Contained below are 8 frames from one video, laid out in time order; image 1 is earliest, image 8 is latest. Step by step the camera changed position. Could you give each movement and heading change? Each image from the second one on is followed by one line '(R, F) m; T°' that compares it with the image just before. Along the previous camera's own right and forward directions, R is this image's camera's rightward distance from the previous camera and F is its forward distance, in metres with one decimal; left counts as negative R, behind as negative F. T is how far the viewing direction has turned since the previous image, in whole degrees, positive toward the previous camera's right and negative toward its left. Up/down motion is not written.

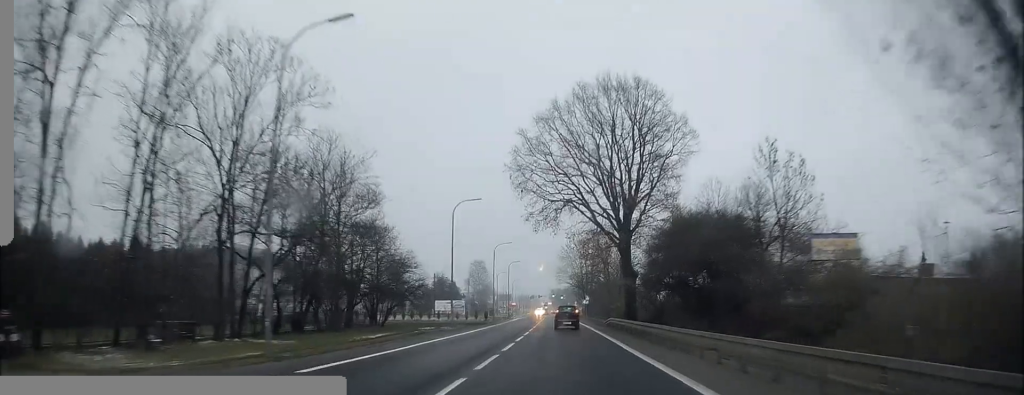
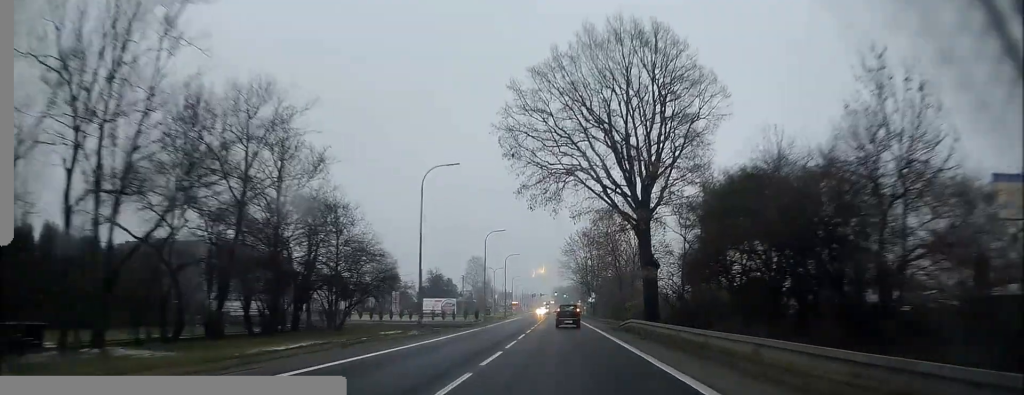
(+0.2, +11.3) m; 0°
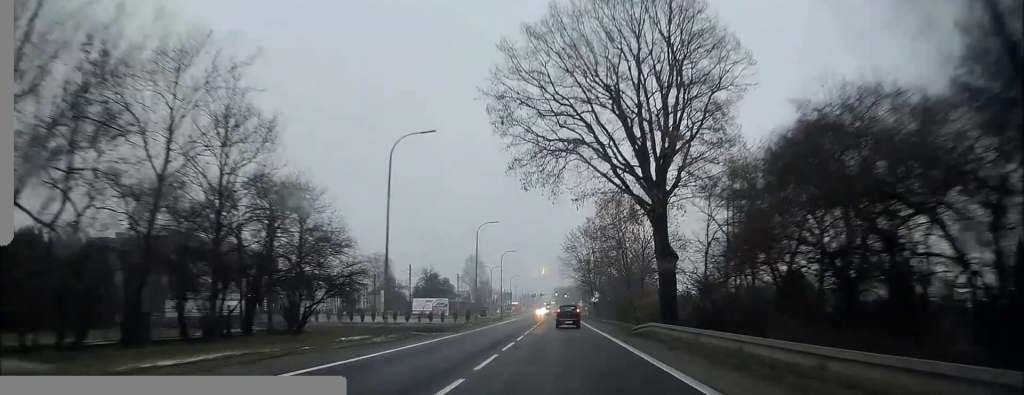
(-0.2, +7.0) m; 0°
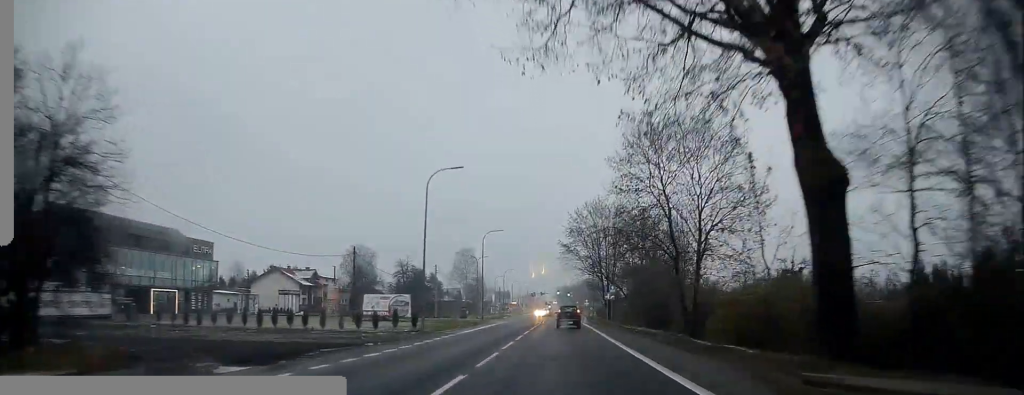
(+0.2, +23.2) m; 0°
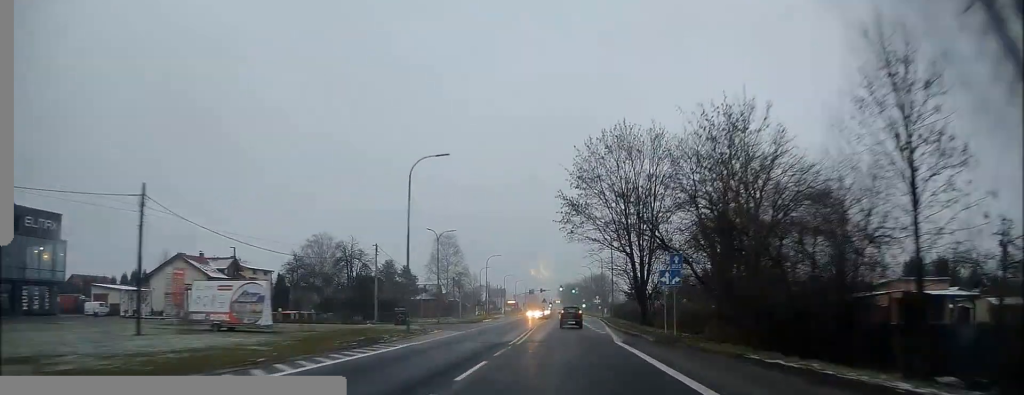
(-0.7, +32.9) m; -1°
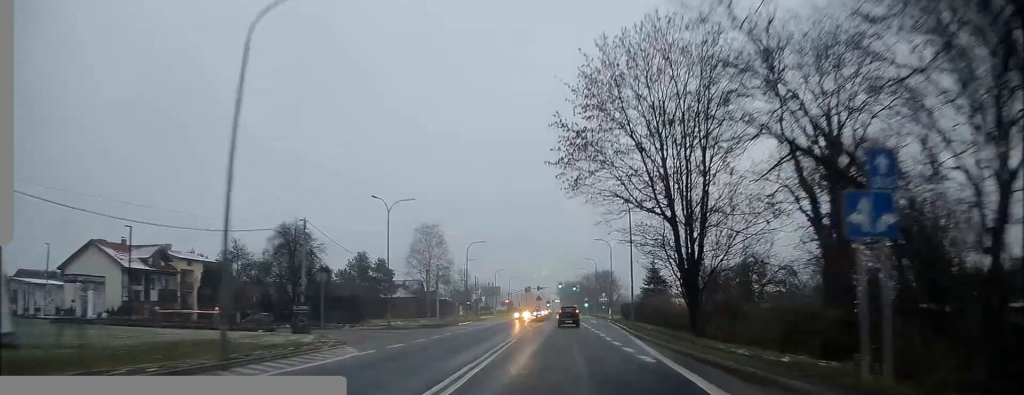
(+0.1, +18.8) m; +1°
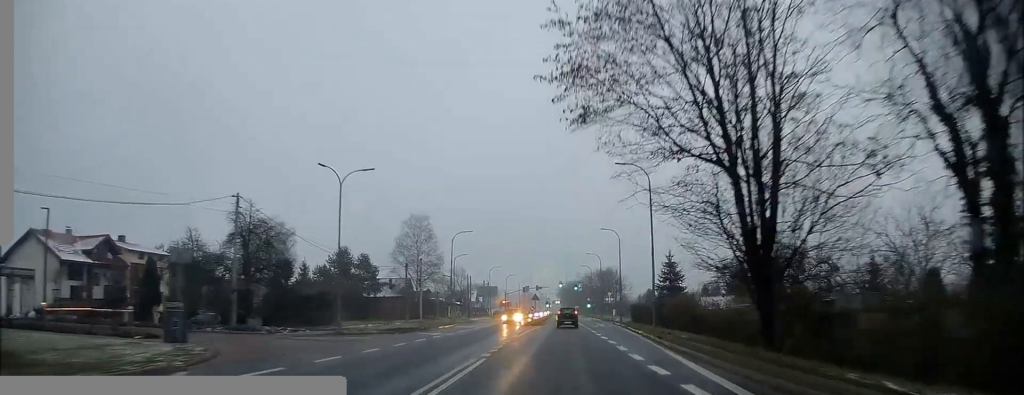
(+0.3, +10.8) m; 0°
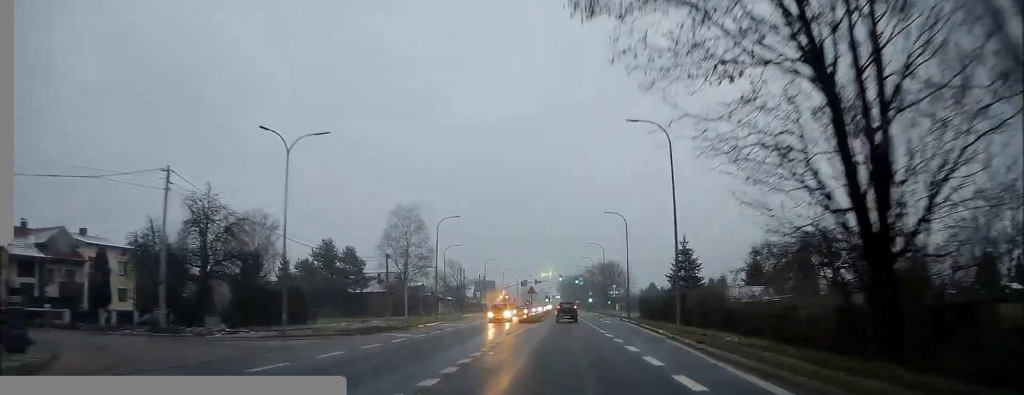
(0.0, +7.5) m; 0°
